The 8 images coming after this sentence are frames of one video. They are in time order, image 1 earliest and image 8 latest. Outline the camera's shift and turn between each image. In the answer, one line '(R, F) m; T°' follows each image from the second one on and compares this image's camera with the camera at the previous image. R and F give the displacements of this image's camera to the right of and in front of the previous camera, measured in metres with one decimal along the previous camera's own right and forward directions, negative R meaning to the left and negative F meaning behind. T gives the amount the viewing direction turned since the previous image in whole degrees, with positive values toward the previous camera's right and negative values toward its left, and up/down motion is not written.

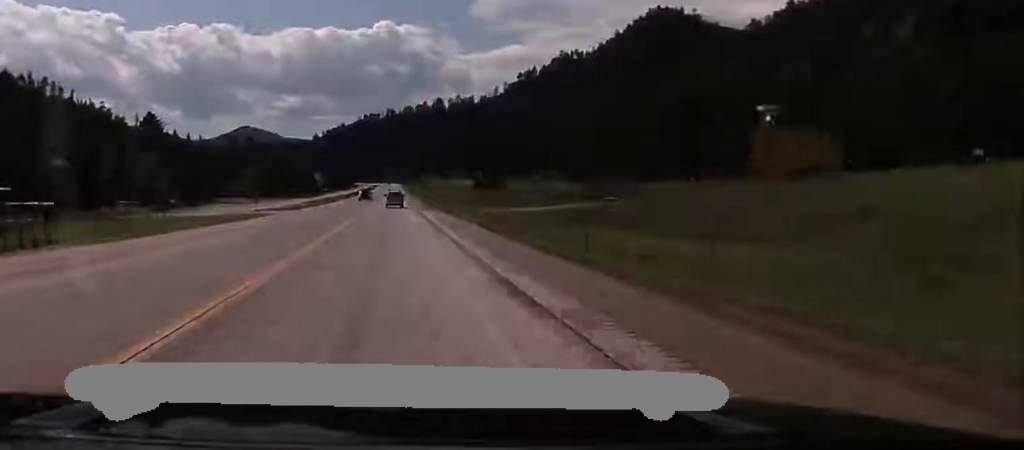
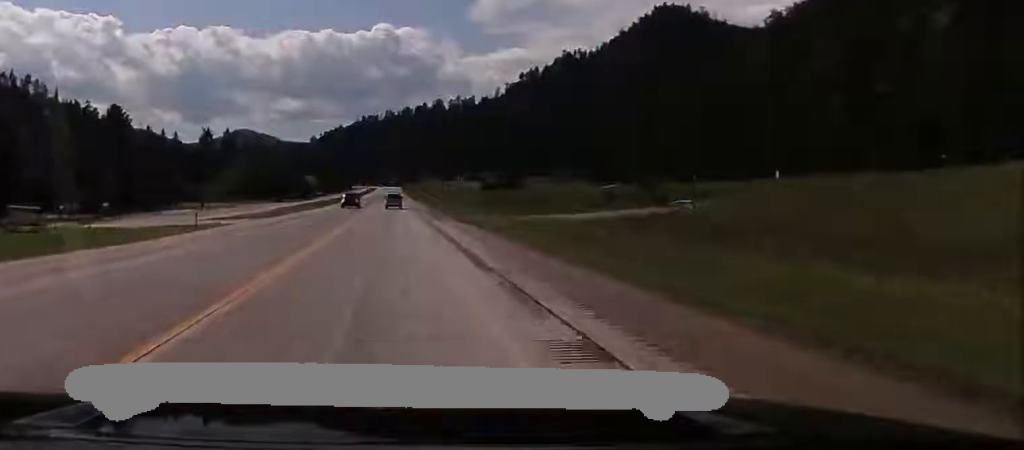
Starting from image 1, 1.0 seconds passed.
(0.0, +21.2) m; -1°
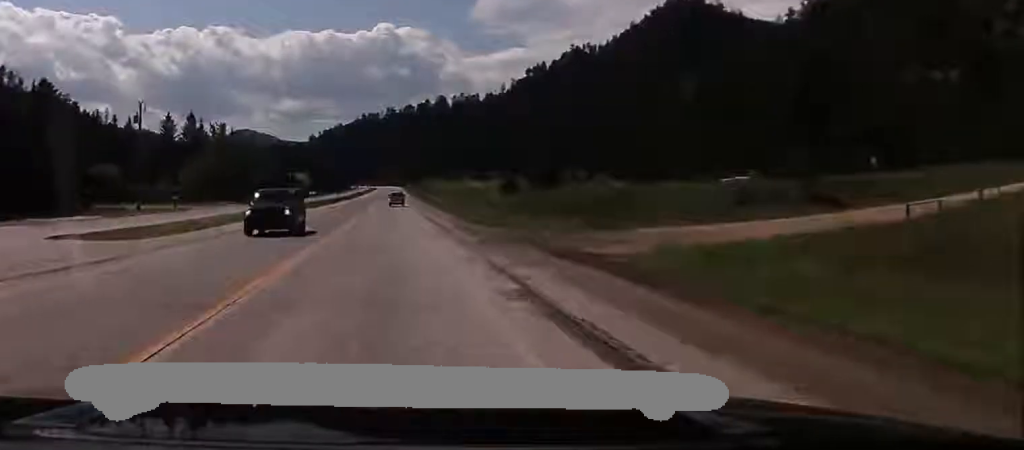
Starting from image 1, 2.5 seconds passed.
(-0.3, +31.4) m; 0°
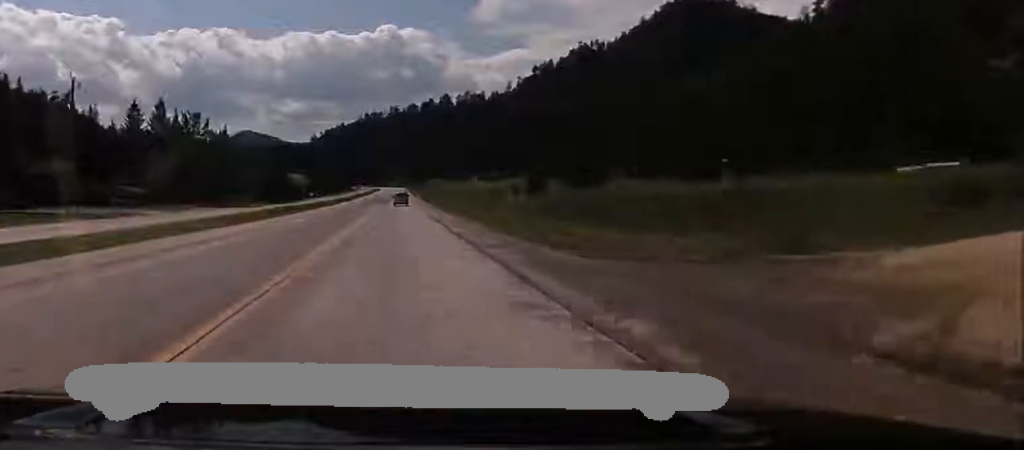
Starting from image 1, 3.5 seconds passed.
(0.0, +20.5) m; 0°
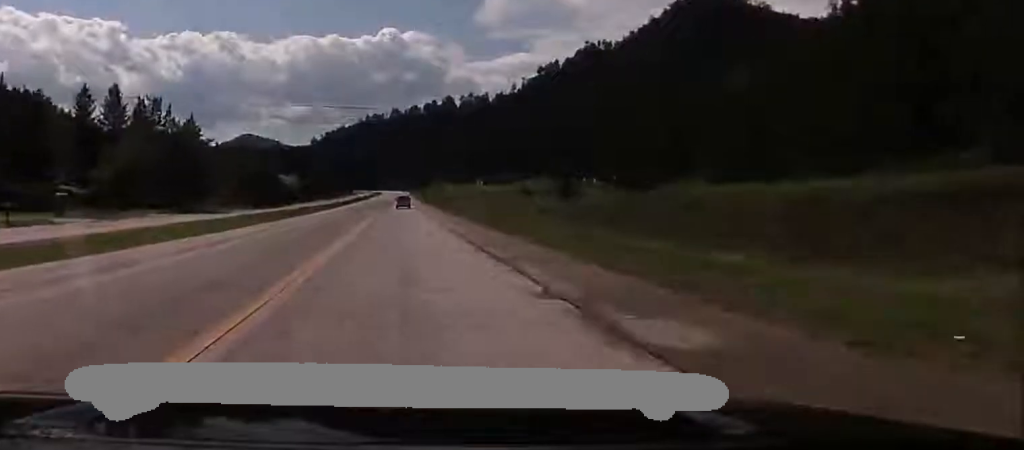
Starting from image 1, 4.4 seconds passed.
(0.0, +20.7) m; 0°
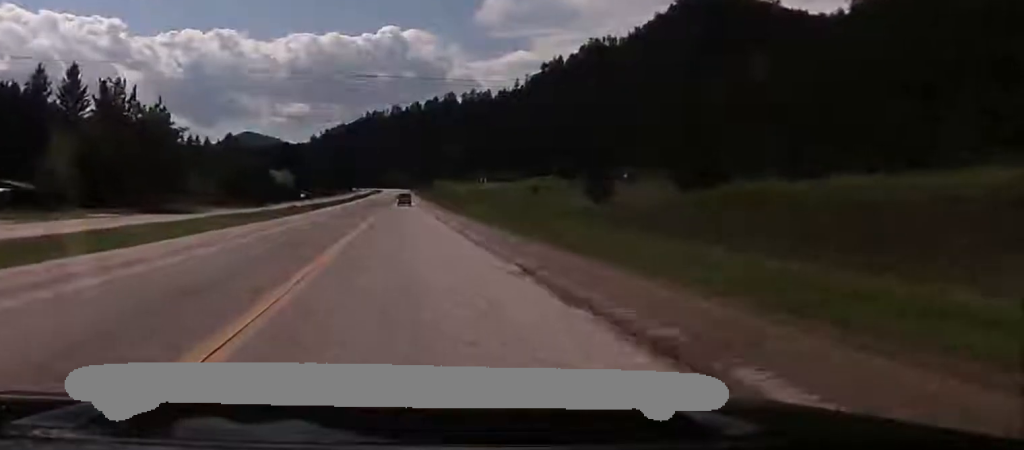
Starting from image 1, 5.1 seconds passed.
(0.0, +13.6) m; 0°
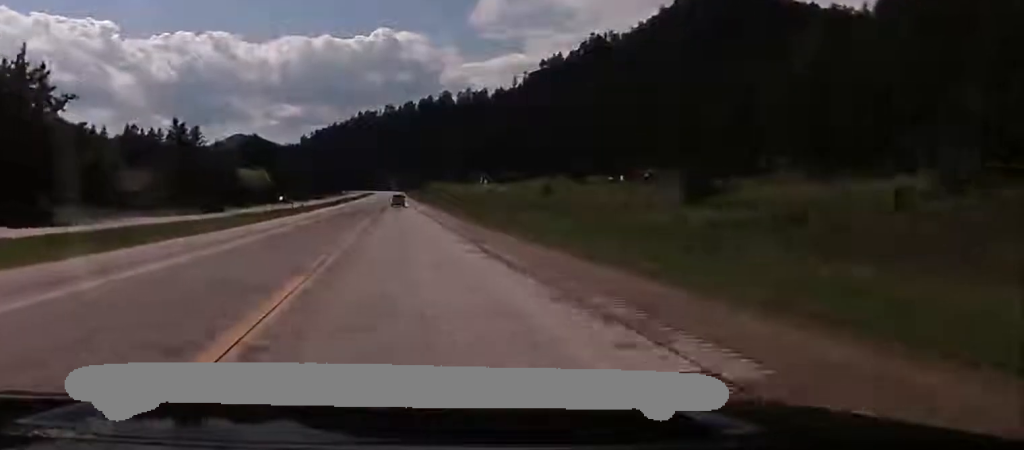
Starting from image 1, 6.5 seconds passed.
(+0.5, +30.1) m; +1°
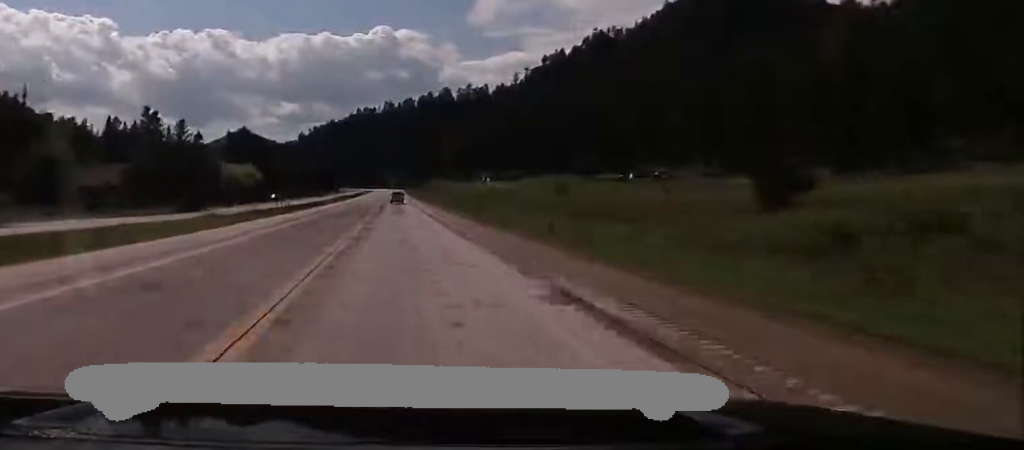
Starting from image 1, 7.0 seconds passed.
(+0.2, +12.2) m; 0°
